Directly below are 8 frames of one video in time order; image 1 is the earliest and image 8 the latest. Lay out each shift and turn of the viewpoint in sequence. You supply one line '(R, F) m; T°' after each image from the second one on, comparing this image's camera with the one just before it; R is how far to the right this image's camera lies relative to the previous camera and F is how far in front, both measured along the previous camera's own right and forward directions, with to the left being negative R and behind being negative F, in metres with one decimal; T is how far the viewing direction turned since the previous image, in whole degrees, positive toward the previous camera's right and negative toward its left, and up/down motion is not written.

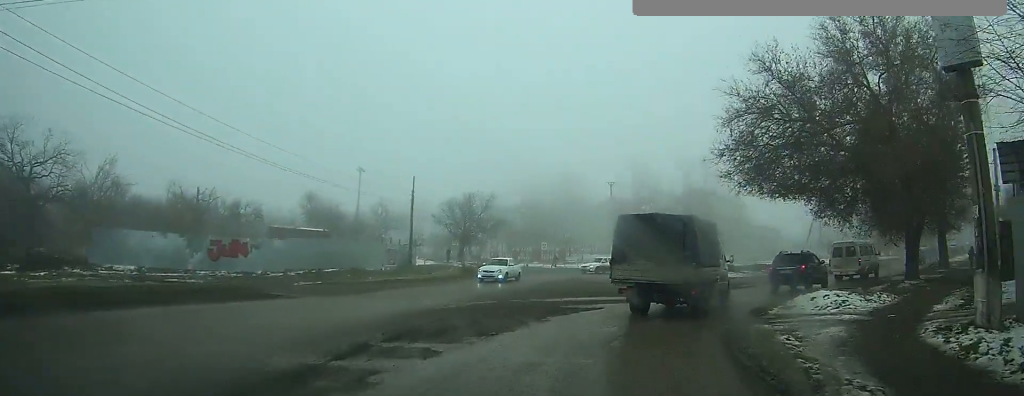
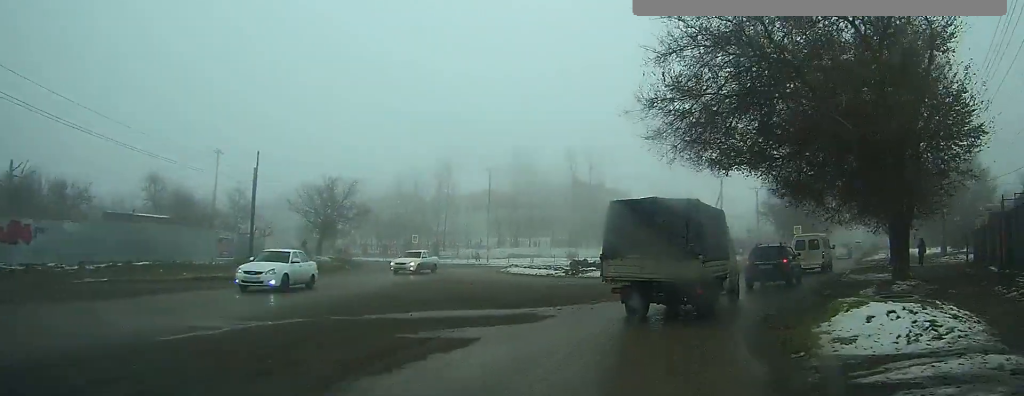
(+0.9, +7.4) m; +11°
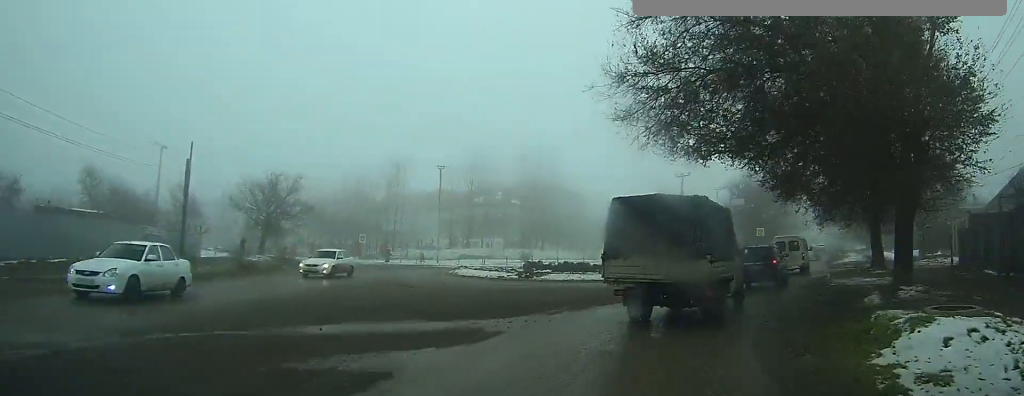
(+0.1, +3.0) m; +3°
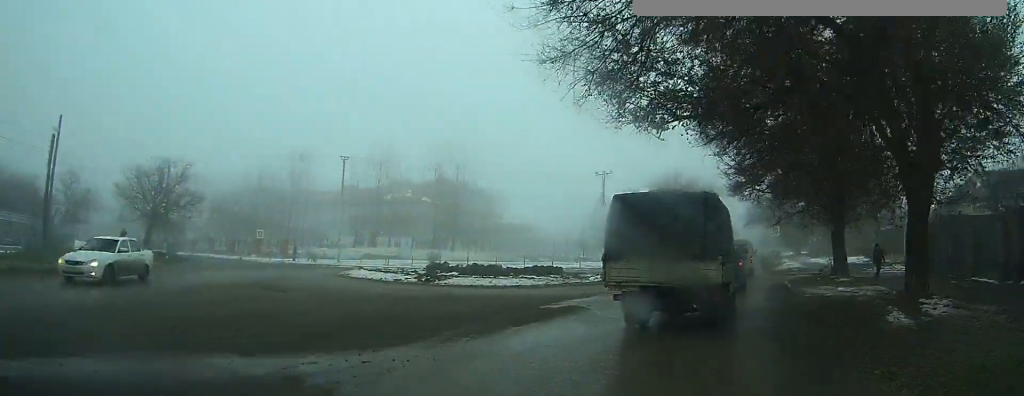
(+0.2, +4.5) m; +7°
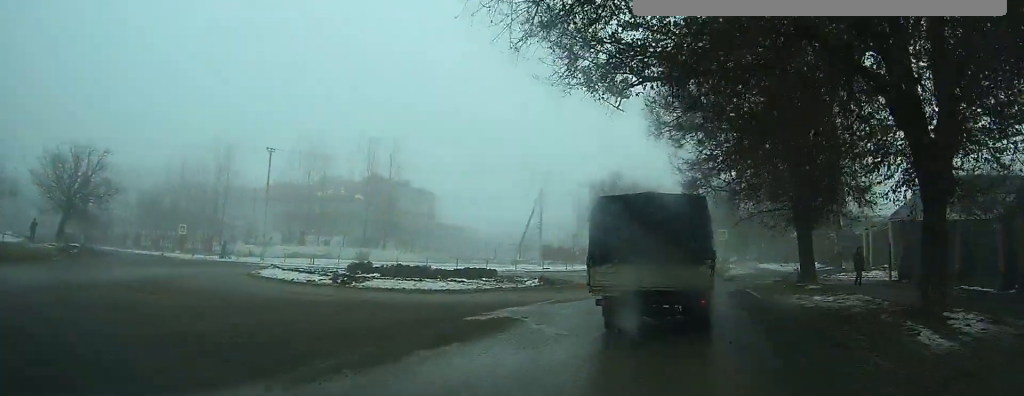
(+0.2, +2.6) m; +6°
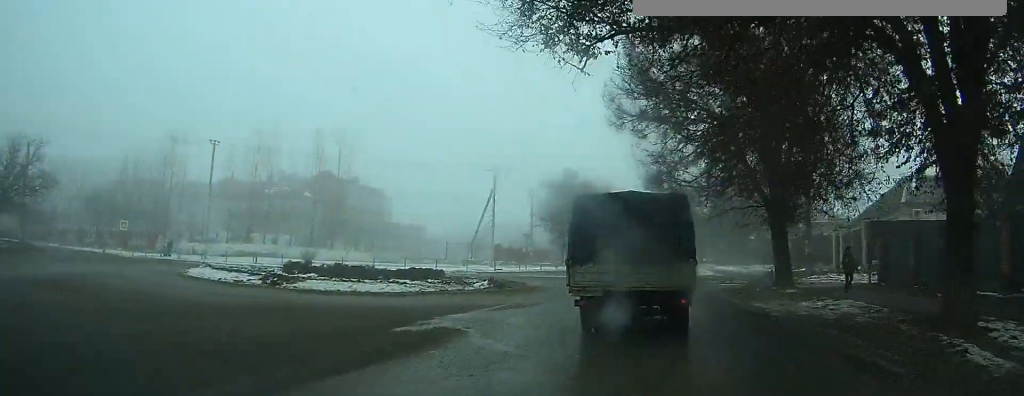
(0.0, +1.8) m; +5°
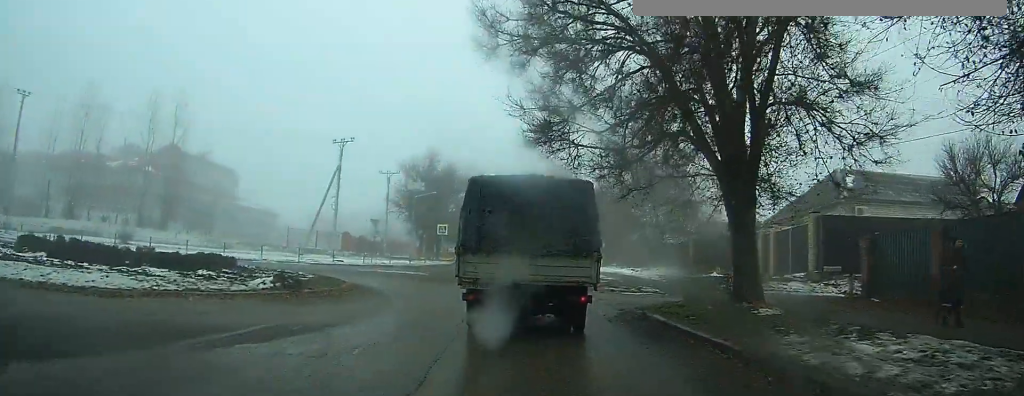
(+1.0, +7.1) m; +14°
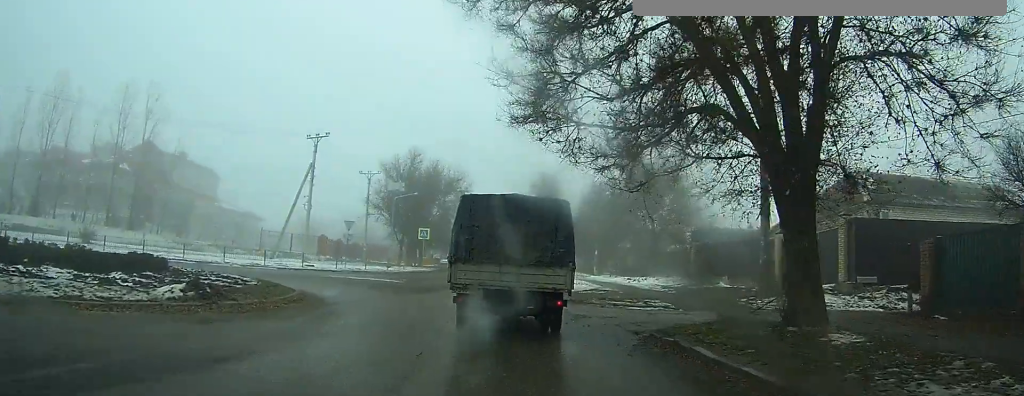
(+0.1, +3.8) m; +2°
